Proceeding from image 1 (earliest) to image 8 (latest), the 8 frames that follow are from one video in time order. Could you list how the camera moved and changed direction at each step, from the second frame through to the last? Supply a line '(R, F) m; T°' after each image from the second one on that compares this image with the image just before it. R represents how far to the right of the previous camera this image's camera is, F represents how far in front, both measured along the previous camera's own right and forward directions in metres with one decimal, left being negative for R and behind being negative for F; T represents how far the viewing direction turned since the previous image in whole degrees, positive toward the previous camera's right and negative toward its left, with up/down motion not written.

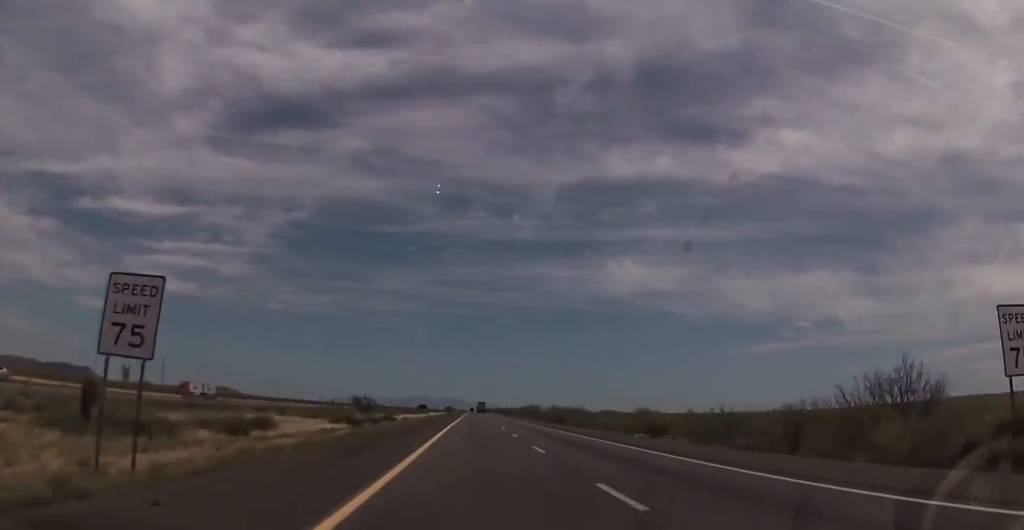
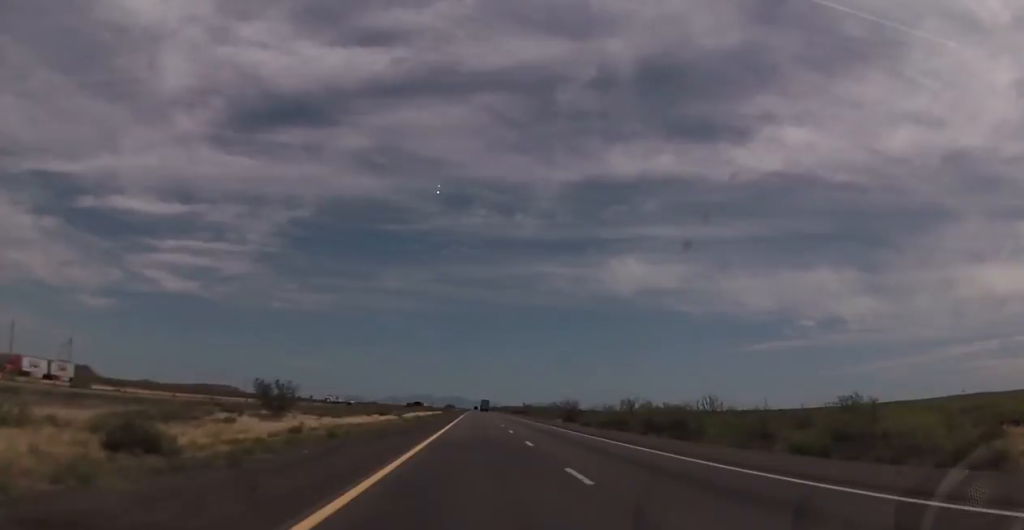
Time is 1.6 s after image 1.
(+0.1, +58.1) m; 0°
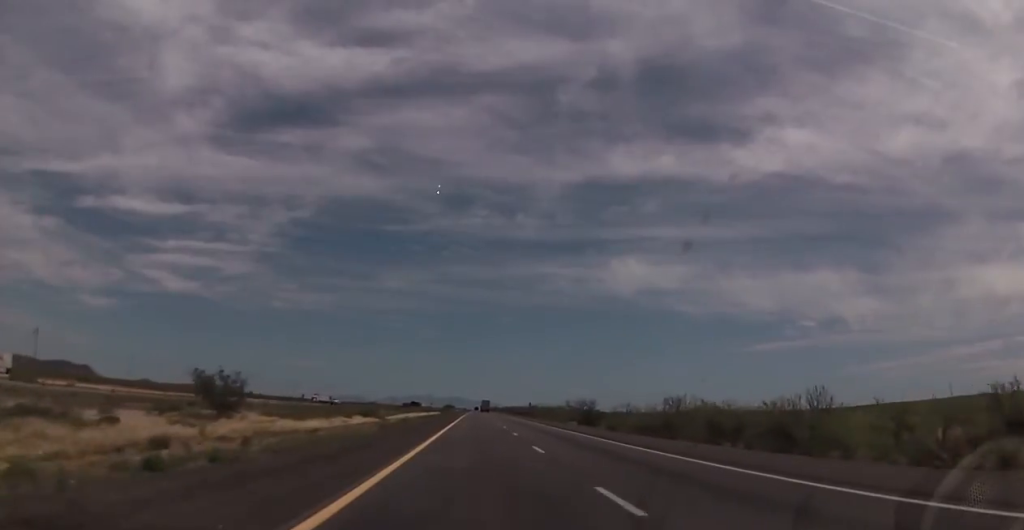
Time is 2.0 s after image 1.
(0.0, +15.8) m; 0°
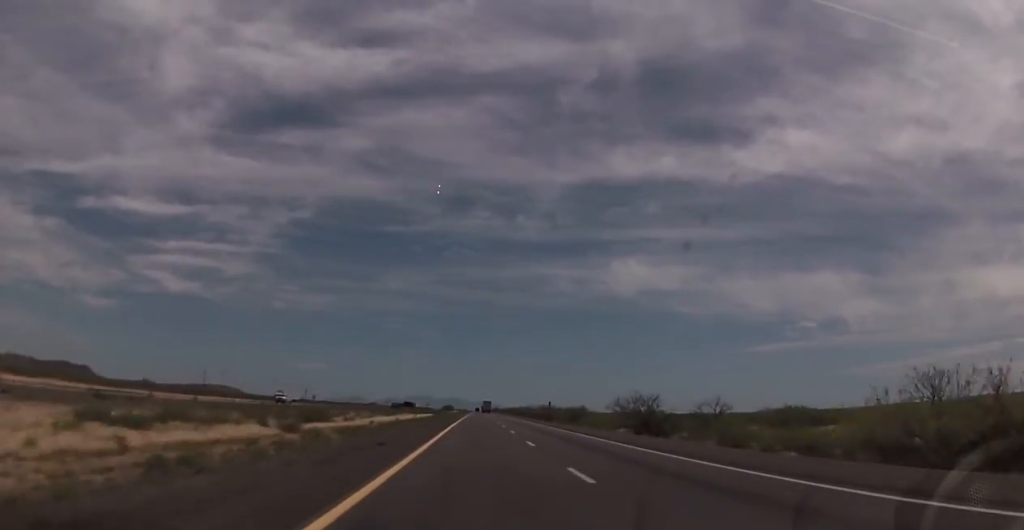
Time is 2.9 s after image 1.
(-0.3, +32.9) m; 0°
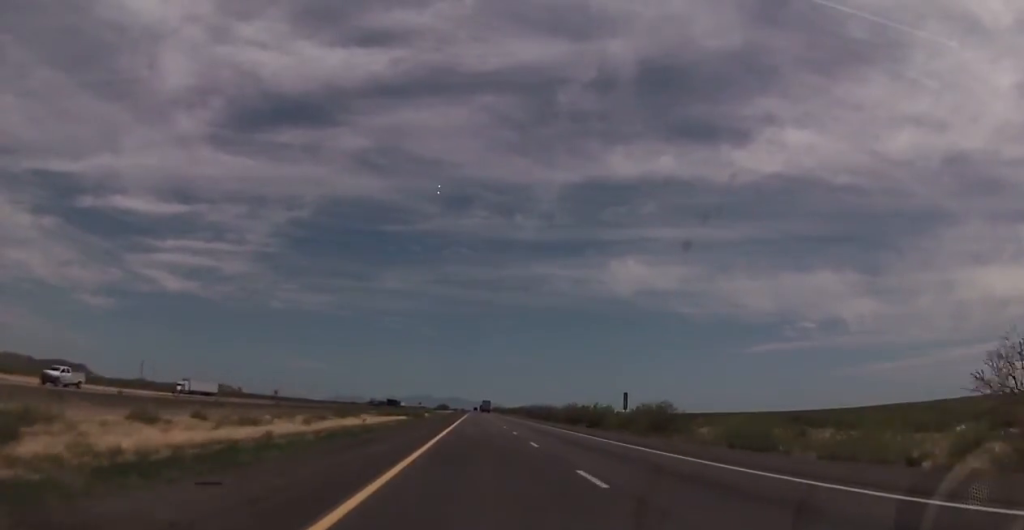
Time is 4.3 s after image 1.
(+0.2, +49.9) m; 0°
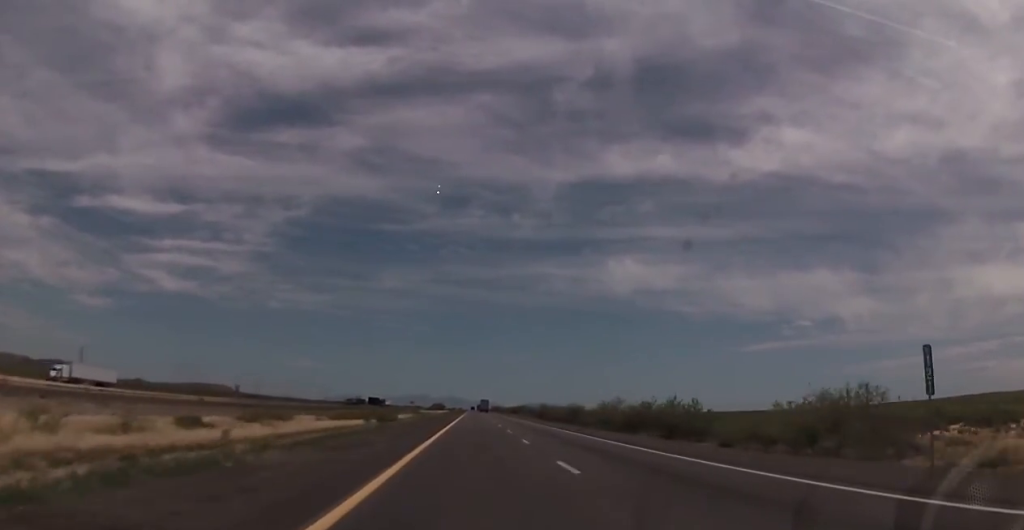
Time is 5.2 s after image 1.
(0.0, +34.1) m; 0°
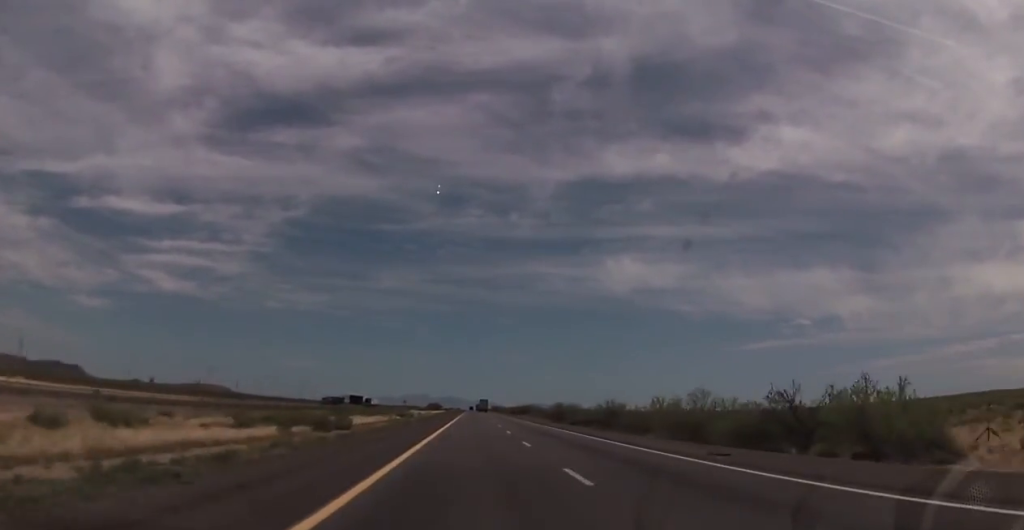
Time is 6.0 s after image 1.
(+0.2, +26.8) m; 0°
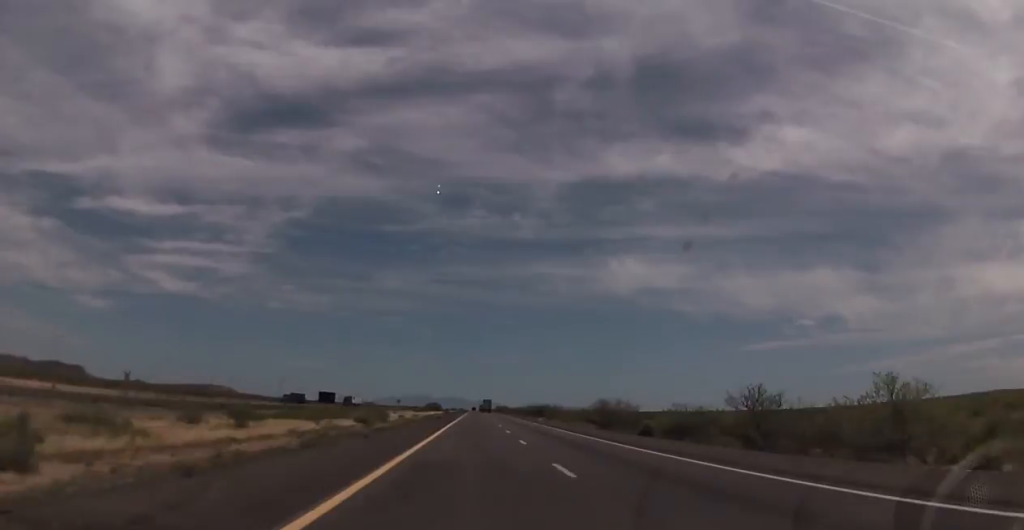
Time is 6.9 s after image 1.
(-0.3, +35.3) m; 0°
